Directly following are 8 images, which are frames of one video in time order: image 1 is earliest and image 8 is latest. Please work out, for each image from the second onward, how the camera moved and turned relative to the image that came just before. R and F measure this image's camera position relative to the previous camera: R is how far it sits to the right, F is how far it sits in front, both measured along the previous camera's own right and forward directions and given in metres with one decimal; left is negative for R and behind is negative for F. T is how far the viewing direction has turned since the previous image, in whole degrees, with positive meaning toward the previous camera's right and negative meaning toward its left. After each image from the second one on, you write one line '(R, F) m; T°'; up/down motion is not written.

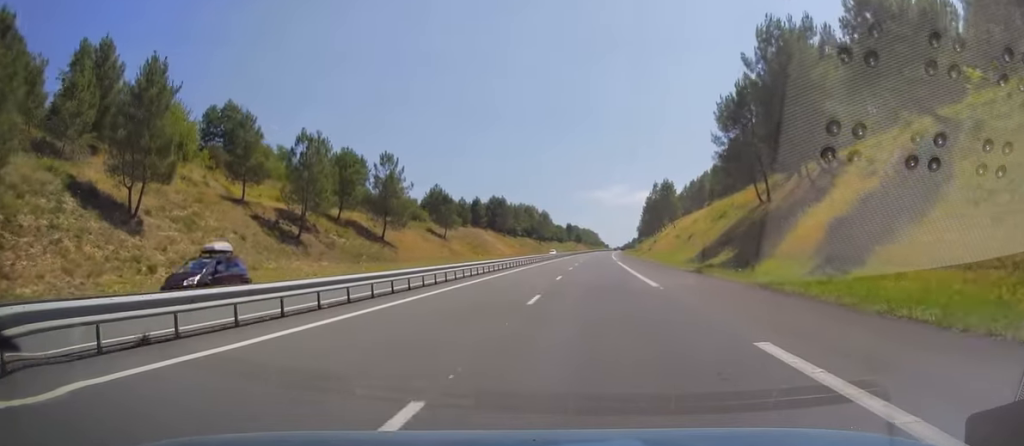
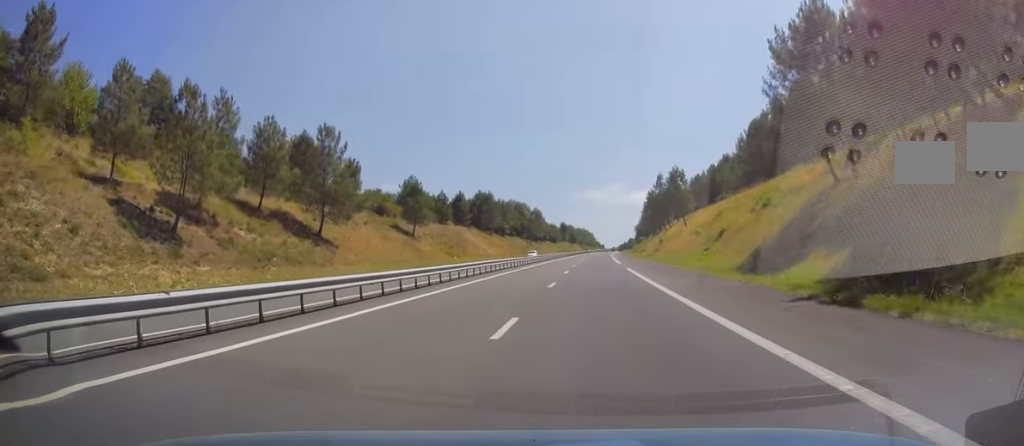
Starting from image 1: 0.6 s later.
(-0.4, +19.1) m; +1°
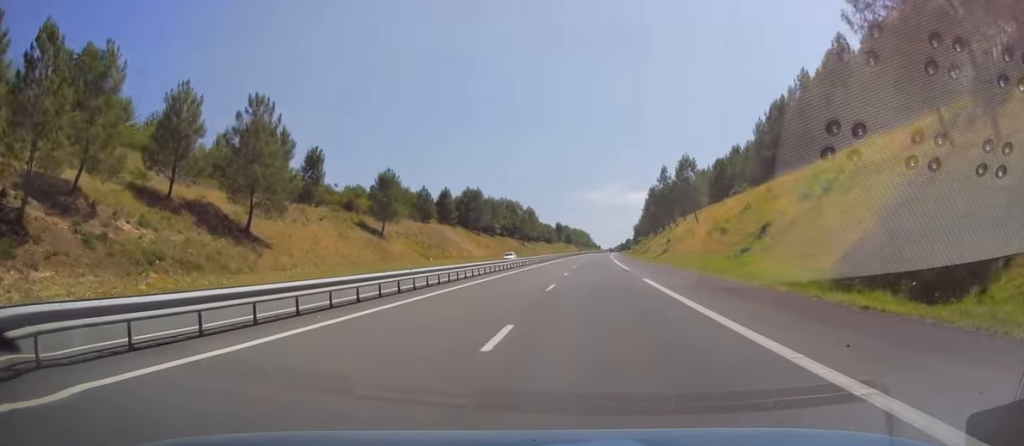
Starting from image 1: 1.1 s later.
(+0.3, +14.1) m; 0°
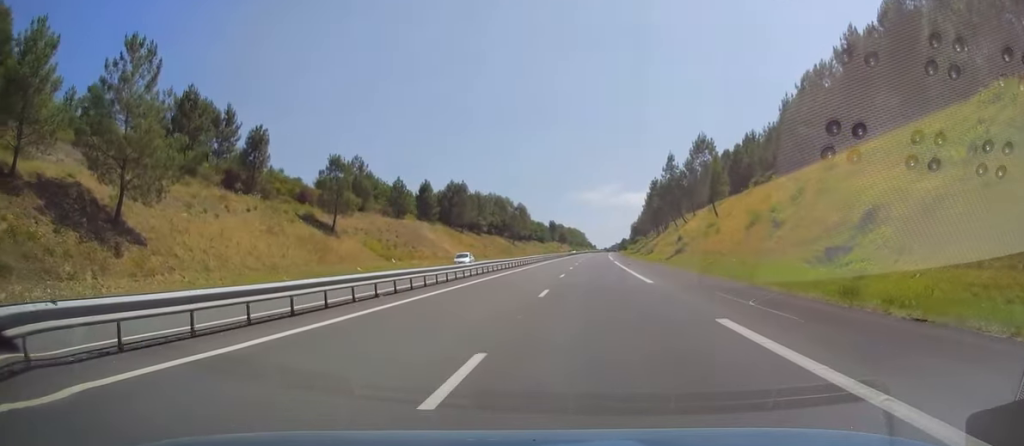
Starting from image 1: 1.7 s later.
(+0.4, +16.1) m; 0°
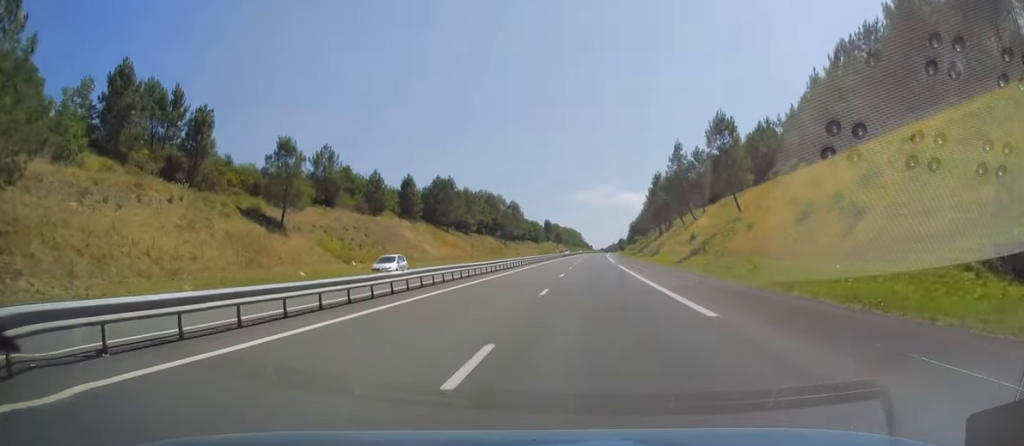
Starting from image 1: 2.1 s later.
(-0.1, +12.2) m; 0°
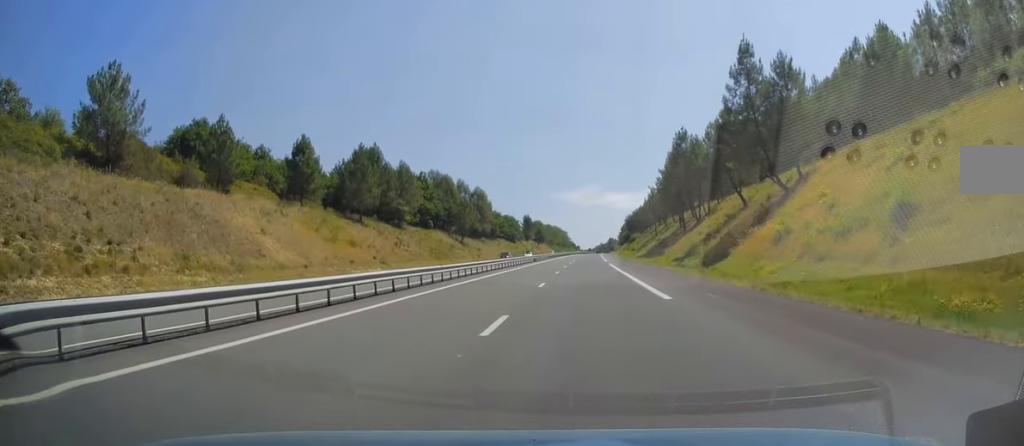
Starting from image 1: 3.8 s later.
(+0.2, +48.3) m; +2°
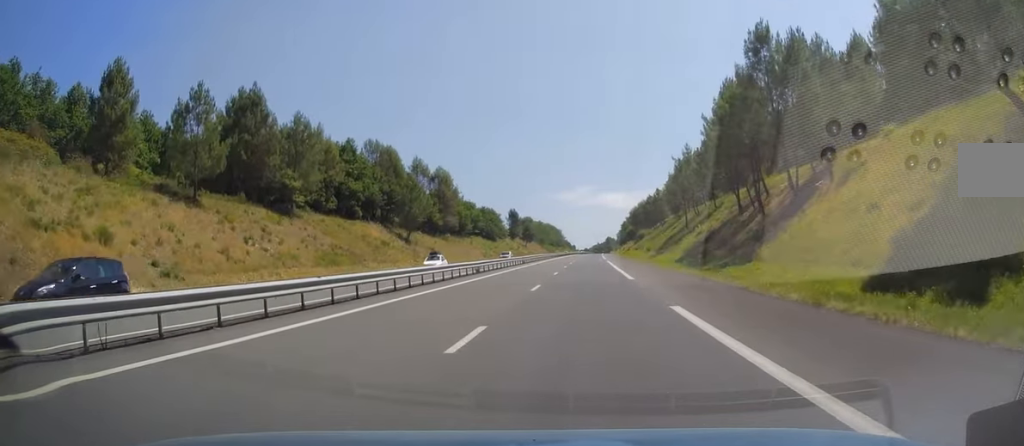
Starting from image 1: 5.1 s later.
(+0.2, +40.9) m; 0°
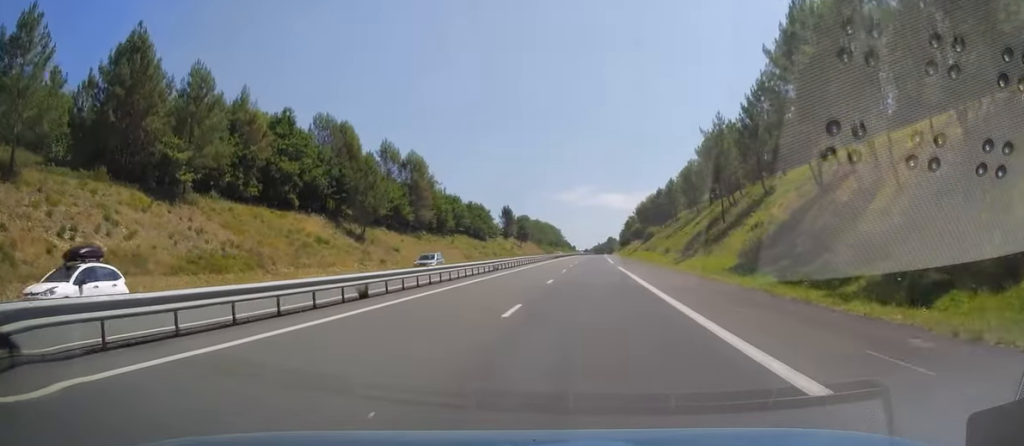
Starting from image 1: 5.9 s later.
(-0.2, +21.5) m; 0°
